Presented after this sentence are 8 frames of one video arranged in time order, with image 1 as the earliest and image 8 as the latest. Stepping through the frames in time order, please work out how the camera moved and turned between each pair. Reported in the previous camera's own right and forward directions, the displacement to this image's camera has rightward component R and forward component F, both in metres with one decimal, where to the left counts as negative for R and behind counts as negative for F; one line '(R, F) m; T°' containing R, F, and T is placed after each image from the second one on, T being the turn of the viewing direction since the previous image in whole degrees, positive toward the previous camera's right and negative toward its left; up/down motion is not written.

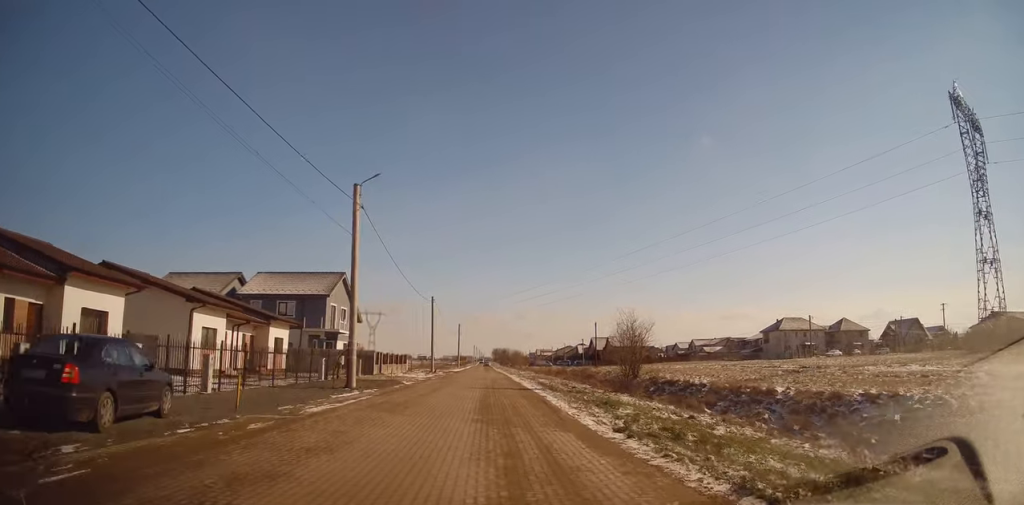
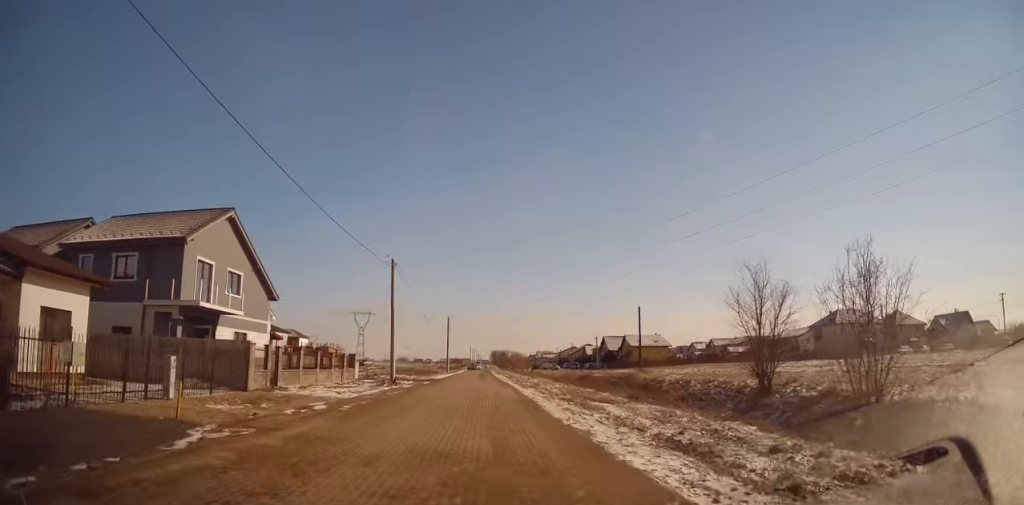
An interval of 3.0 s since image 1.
(-0.1, +22.2) m; +1°
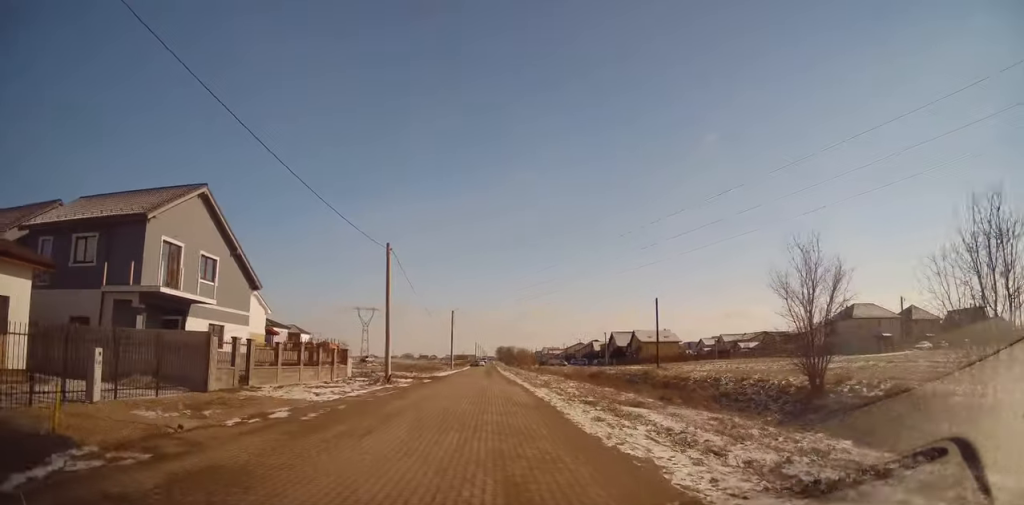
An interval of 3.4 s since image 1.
(0.0, +3.8) m; 0°
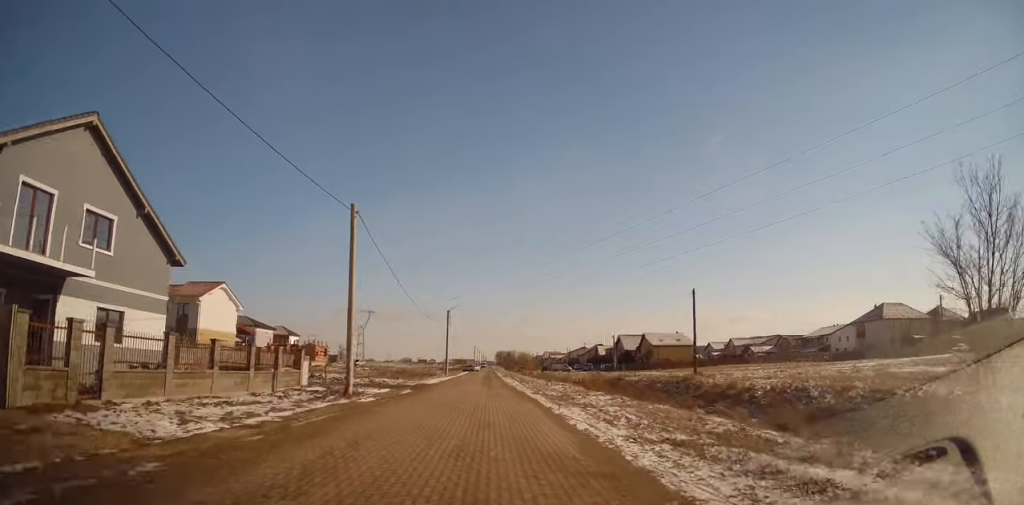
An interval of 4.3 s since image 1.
(+0.2, +8.9) m; -1°
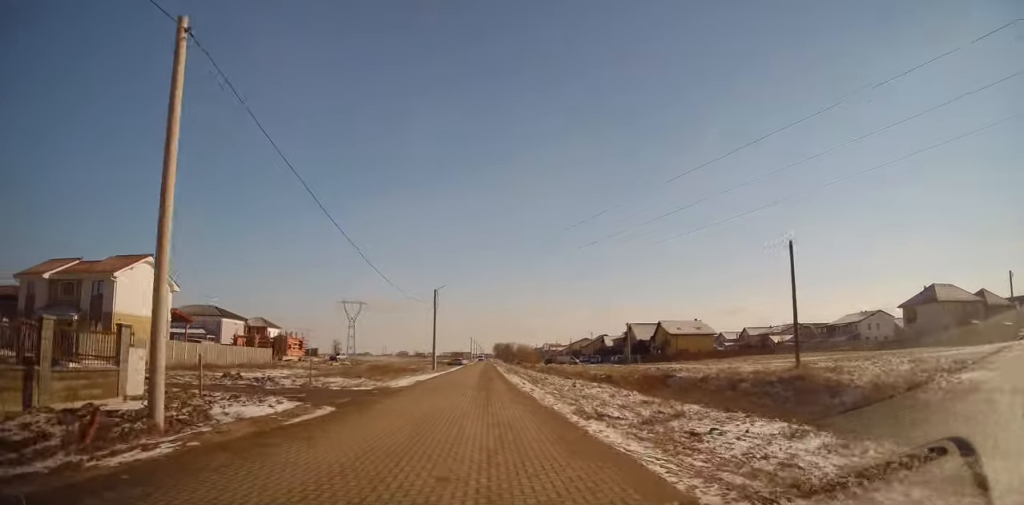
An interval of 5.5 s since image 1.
(-0.3, +13.5) m; 0°
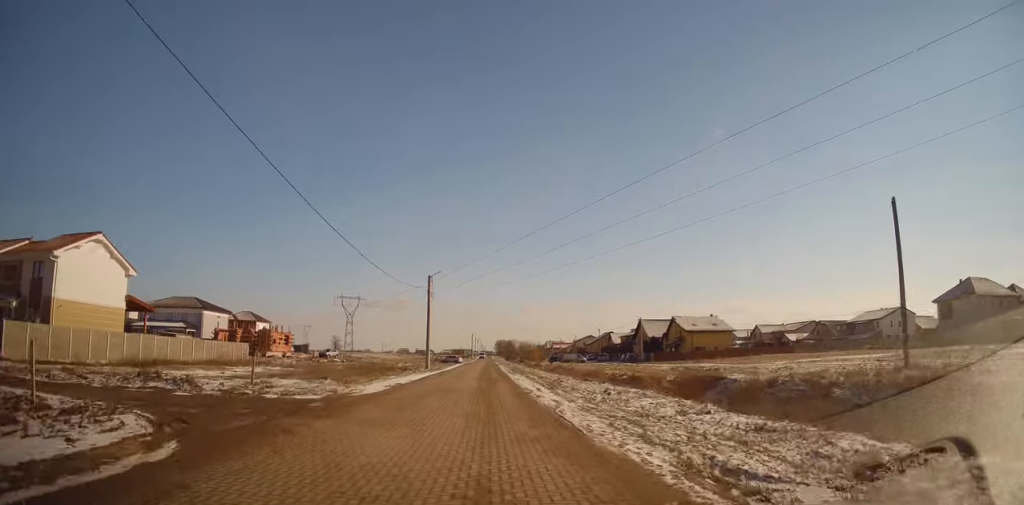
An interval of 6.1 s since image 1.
(+0.3, +7.4) m; 0°
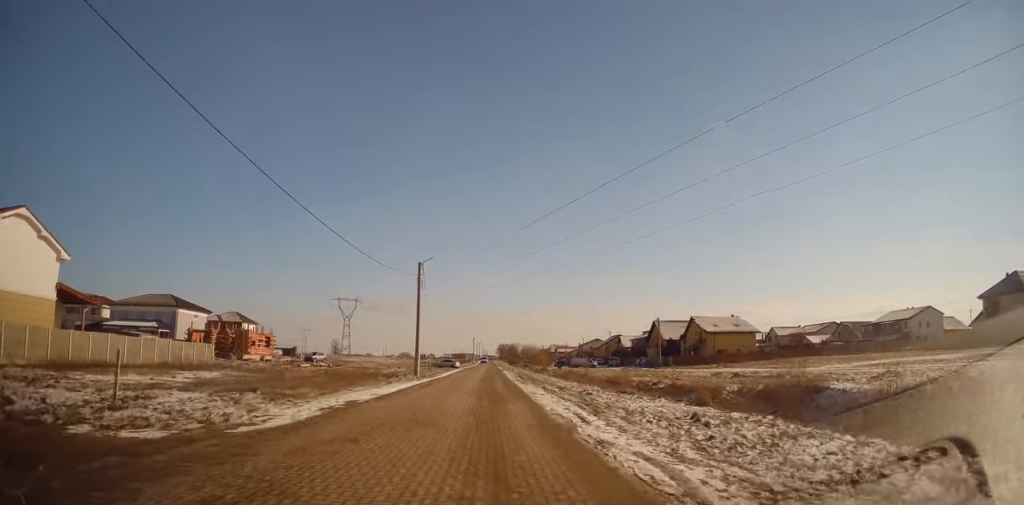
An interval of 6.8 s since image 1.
(-0.2, +8.9) m; 0°
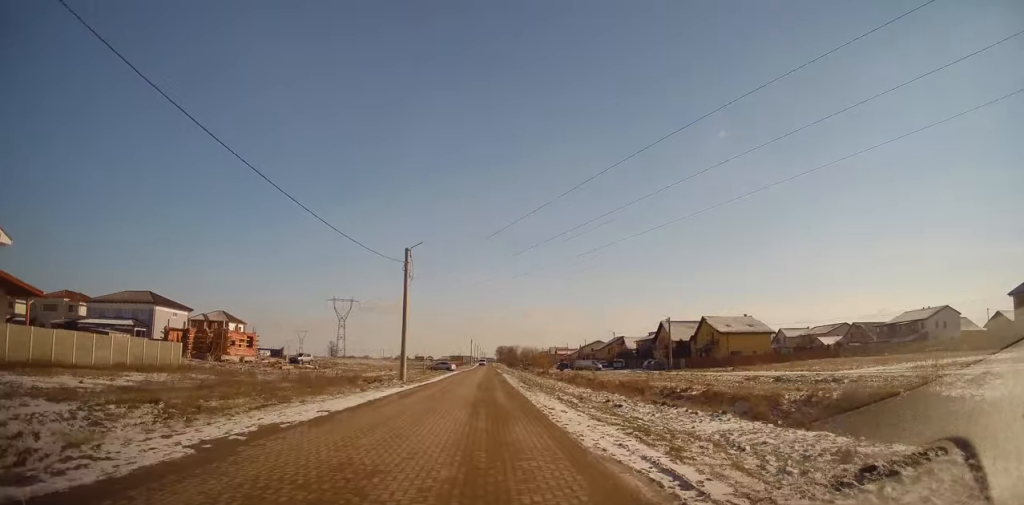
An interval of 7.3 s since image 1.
(-0.1, +5.7) m; 0°
